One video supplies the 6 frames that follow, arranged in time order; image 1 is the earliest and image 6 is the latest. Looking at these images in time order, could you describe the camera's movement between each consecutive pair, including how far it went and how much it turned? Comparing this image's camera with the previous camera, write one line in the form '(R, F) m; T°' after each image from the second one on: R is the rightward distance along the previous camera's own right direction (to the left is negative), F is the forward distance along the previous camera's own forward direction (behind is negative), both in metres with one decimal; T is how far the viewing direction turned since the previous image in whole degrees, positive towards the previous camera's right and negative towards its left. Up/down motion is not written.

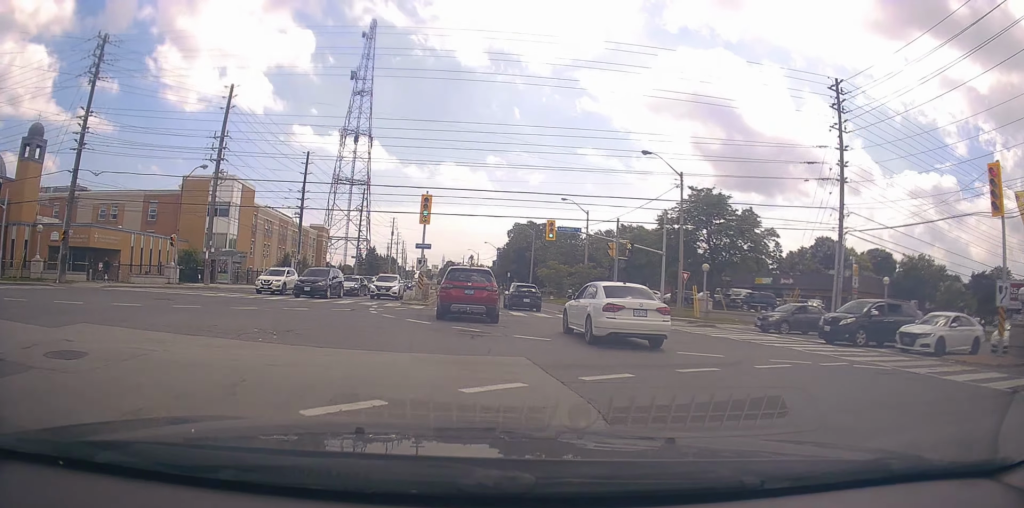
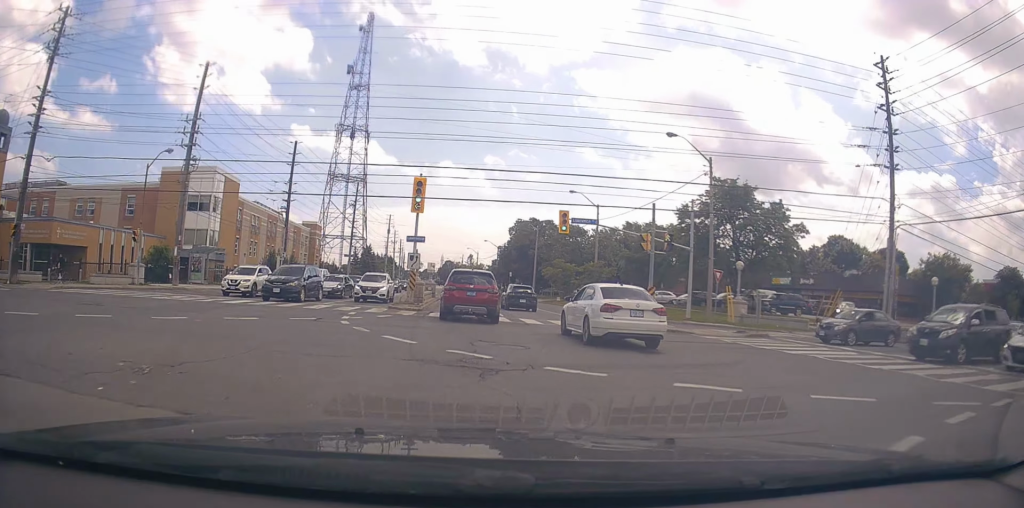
(+0.1, +4.7) m; -1°
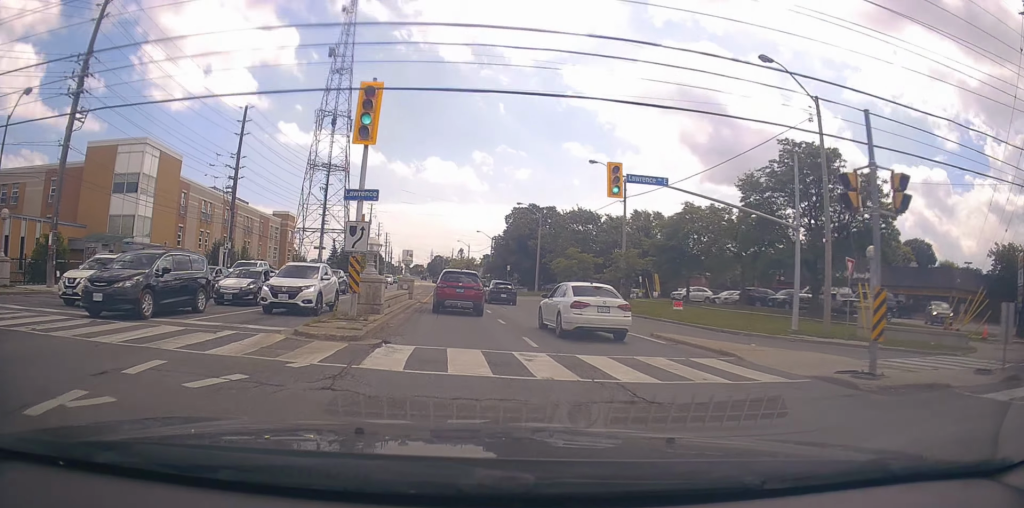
(-0.1, +12.9) m; +1°
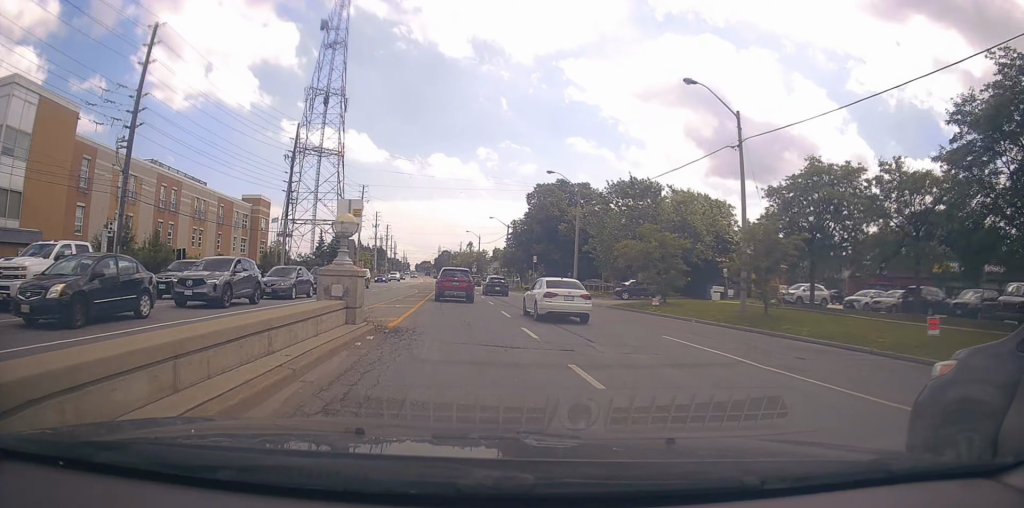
(+0.1, +19.3) m; 0°
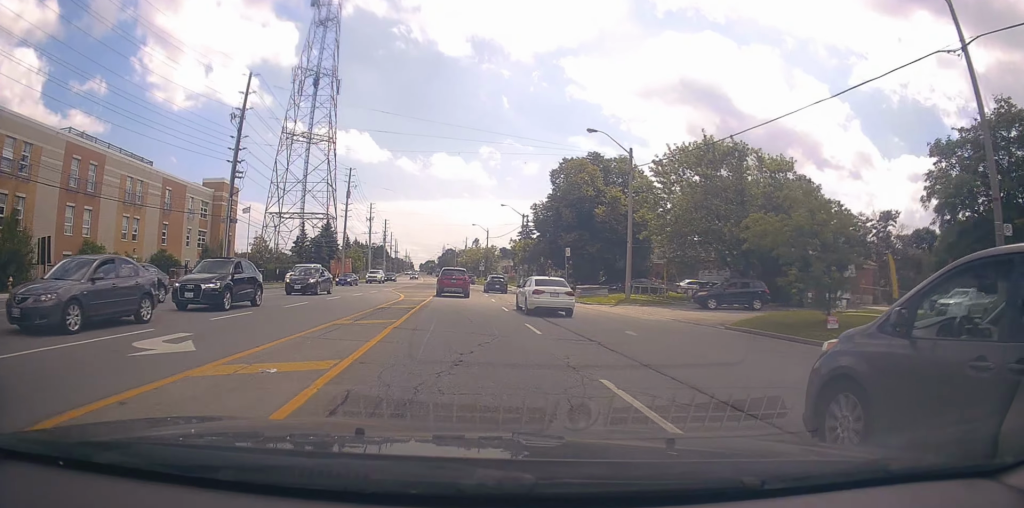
(+0.1, +14.9) m; -1°
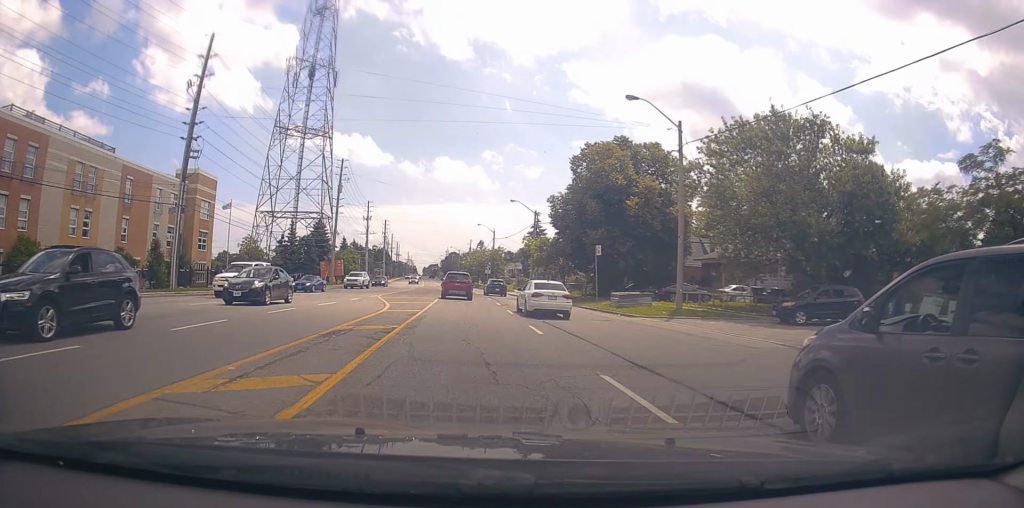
(-0.1, +8.0) m; 0°
